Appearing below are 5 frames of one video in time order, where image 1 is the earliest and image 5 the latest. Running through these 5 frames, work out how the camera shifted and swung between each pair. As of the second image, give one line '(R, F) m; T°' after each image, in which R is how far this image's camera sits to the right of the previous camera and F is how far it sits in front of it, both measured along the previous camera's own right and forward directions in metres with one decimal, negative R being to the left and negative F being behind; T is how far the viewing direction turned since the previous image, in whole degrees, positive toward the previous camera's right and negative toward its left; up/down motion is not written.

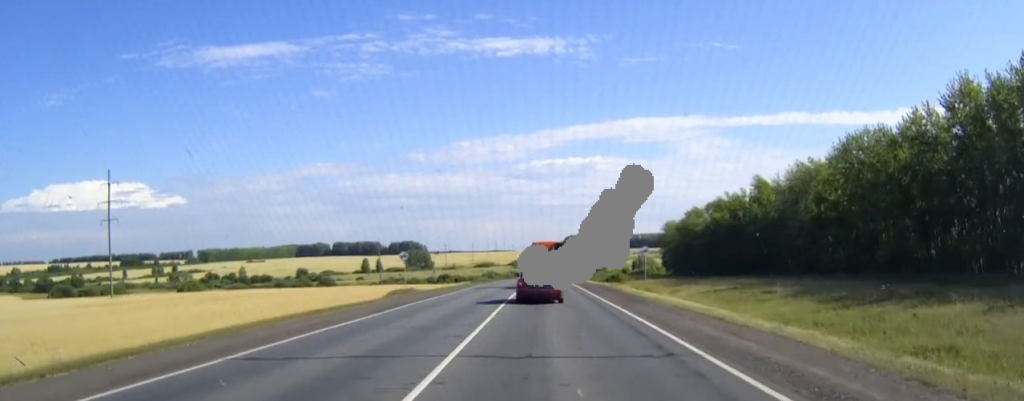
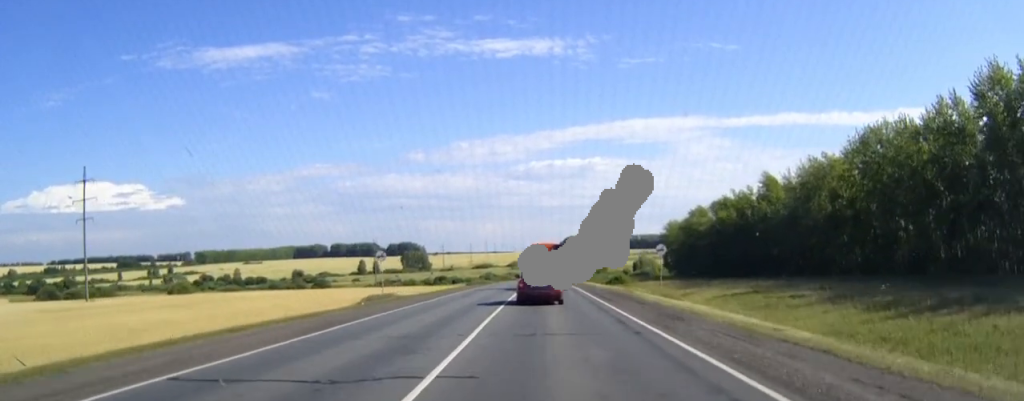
(0.0, +7.8) m; 0°
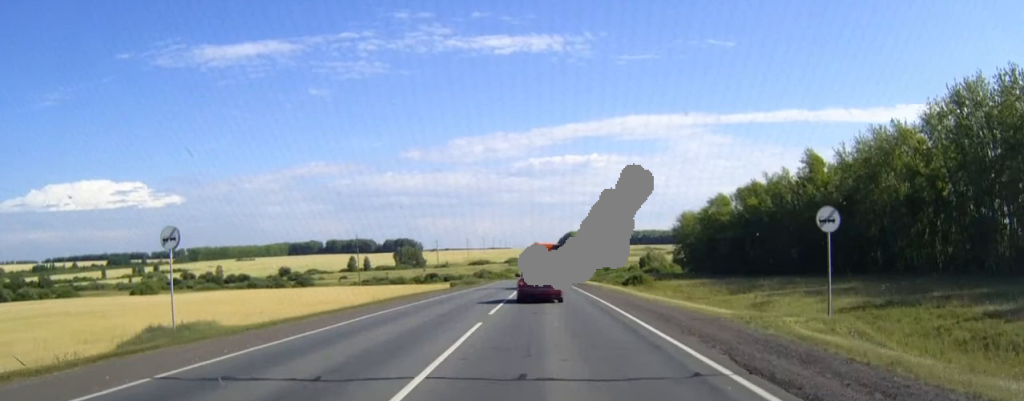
(0.0, +28.9) m; 0°
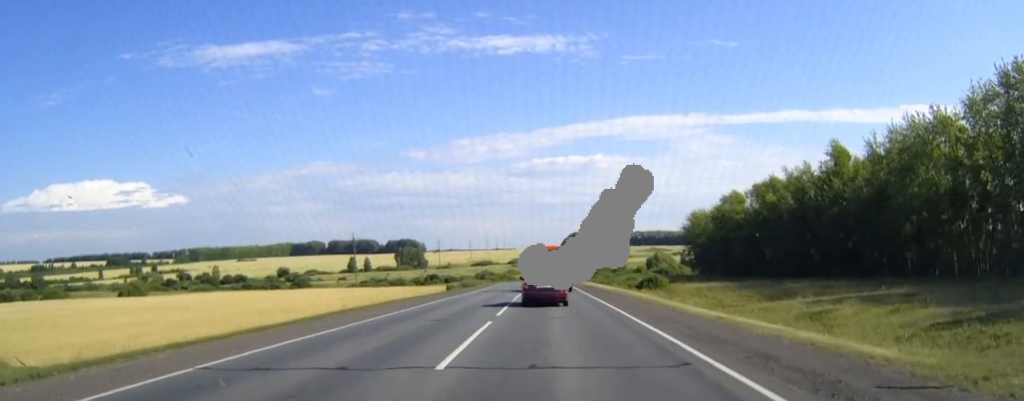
(0.0, +11.1) m; 0°
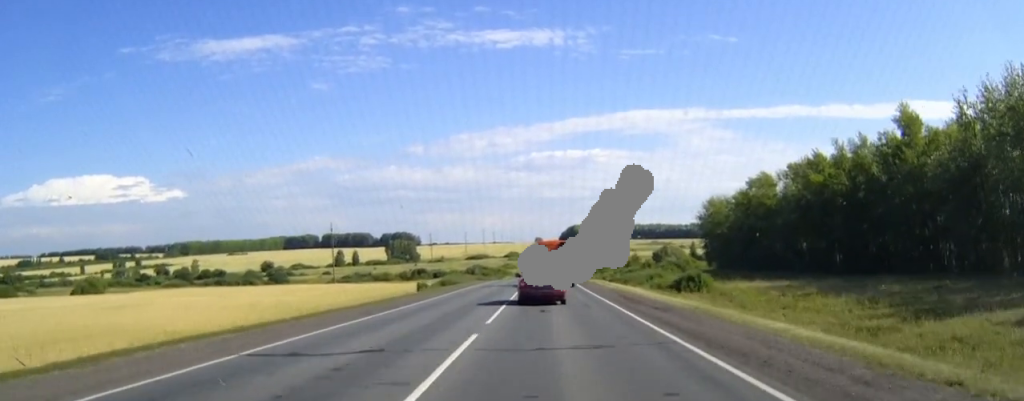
(0.0, +28.0) m; 0°
